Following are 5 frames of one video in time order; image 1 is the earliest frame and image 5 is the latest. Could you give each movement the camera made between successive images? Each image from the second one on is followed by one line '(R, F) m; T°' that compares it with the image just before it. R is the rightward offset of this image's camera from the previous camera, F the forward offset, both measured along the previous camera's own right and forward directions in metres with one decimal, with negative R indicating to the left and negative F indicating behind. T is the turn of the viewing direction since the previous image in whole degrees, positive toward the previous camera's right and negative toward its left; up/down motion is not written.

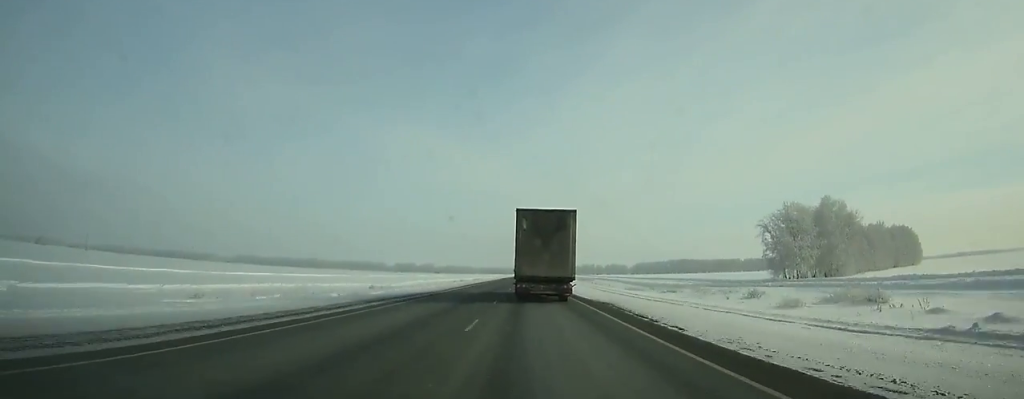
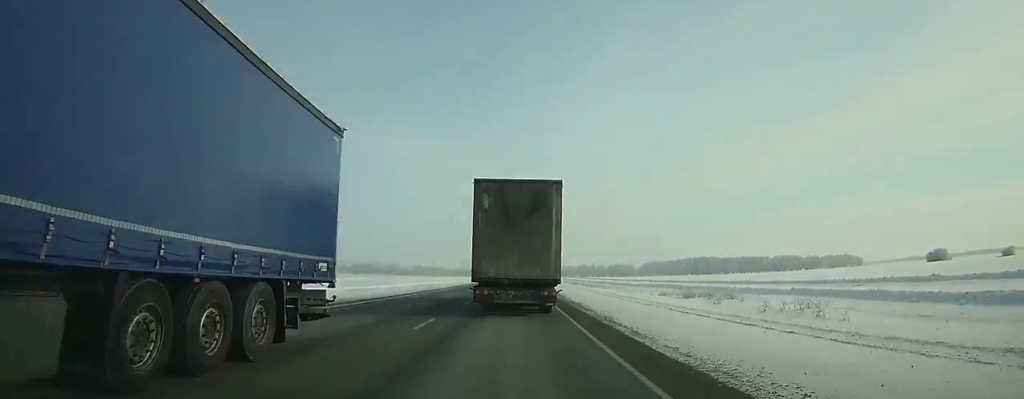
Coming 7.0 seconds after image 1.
(+2.2, +164.3) m; +1°
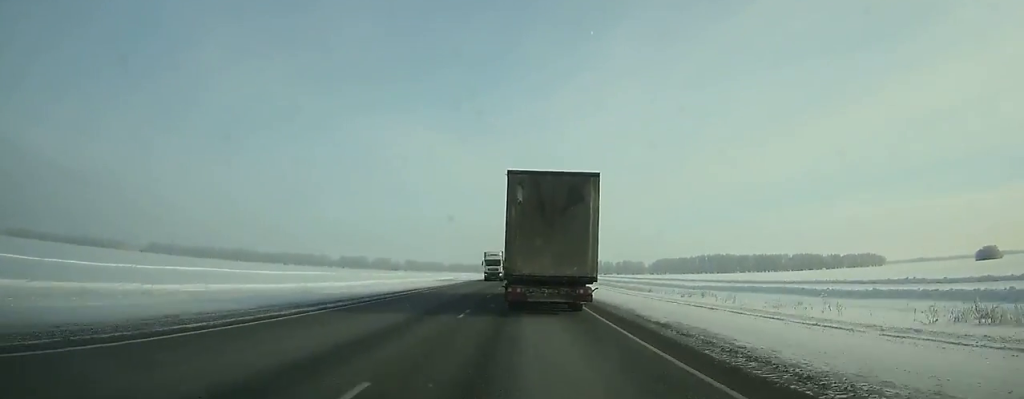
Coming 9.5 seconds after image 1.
(-0.3, +62.1) m; 0°
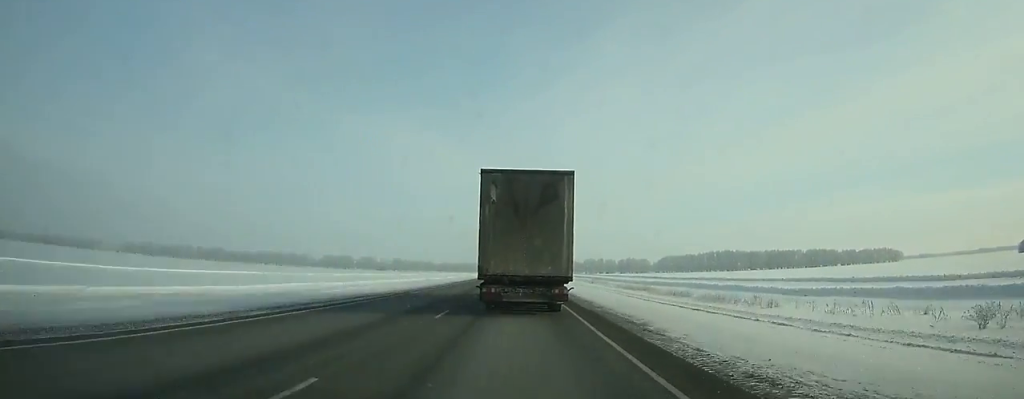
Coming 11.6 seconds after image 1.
(+0.3, +53.3) m; 0°
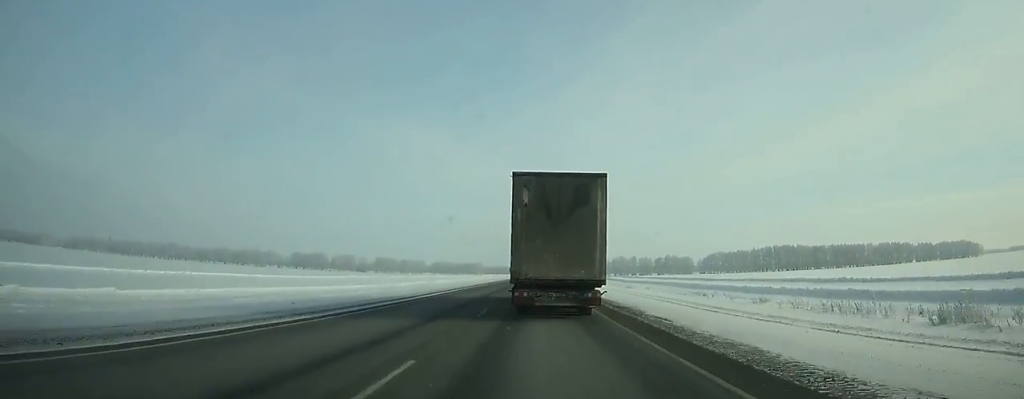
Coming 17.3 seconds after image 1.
(+0.4, +139.8) m; +1°
